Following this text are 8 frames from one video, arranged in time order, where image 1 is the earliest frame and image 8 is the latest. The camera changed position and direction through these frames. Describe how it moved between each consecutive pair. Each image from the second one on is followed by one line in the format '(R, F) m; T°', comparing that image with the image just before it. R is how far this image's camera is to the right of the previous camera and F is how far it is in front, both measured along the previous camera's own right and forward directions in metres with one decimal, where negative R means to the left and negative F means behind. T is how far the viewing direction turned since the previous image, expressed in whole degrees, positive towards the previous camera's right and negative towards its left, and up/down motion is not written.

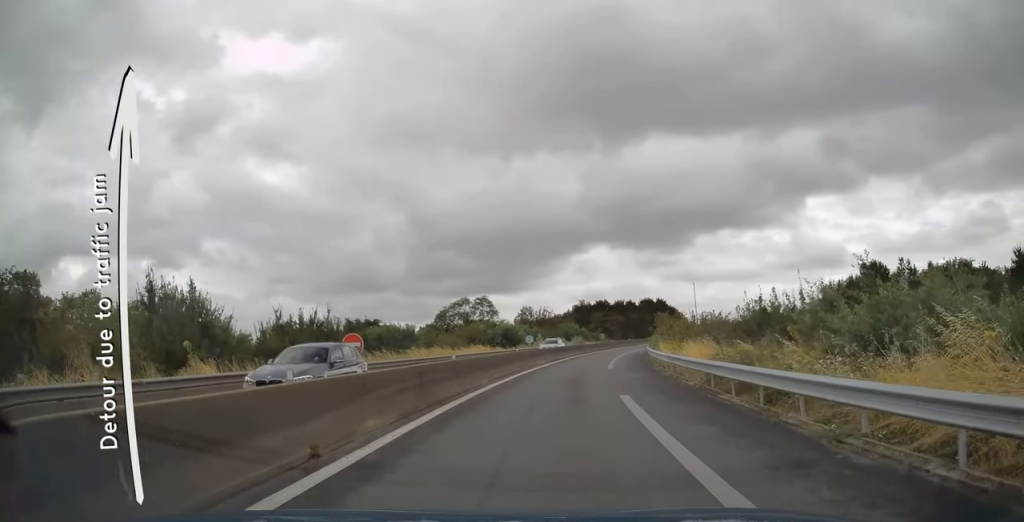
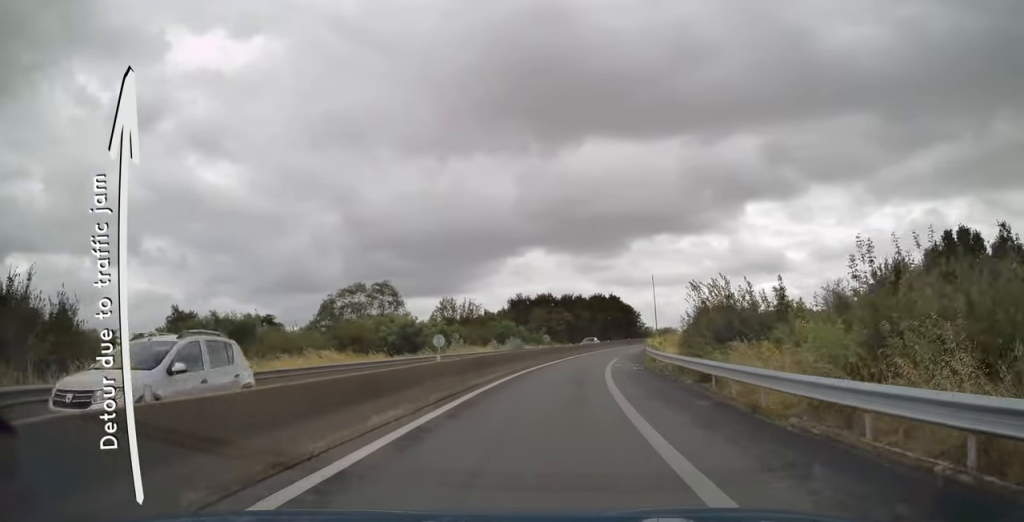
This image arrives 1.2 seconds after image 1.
(+0.9, +24.6) m; +5°
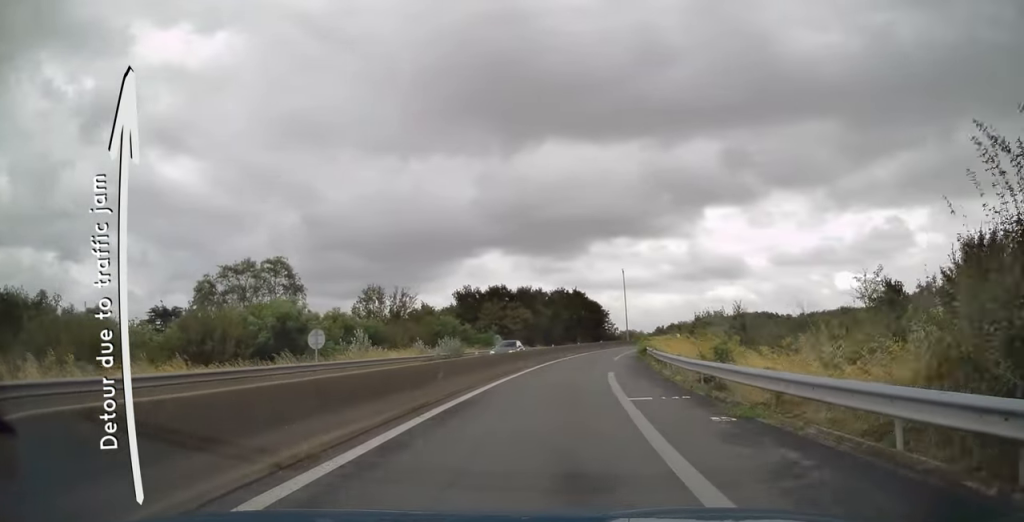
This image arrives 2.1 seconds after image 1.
(+0.5, +17.0) m; +4°
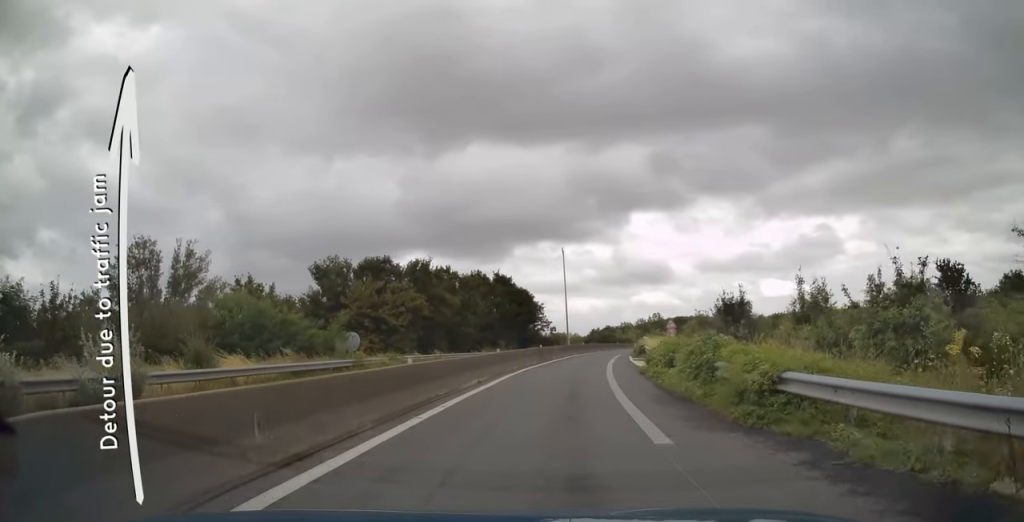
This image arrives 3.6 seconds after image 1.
(+2.1, +29.2) m; +8°
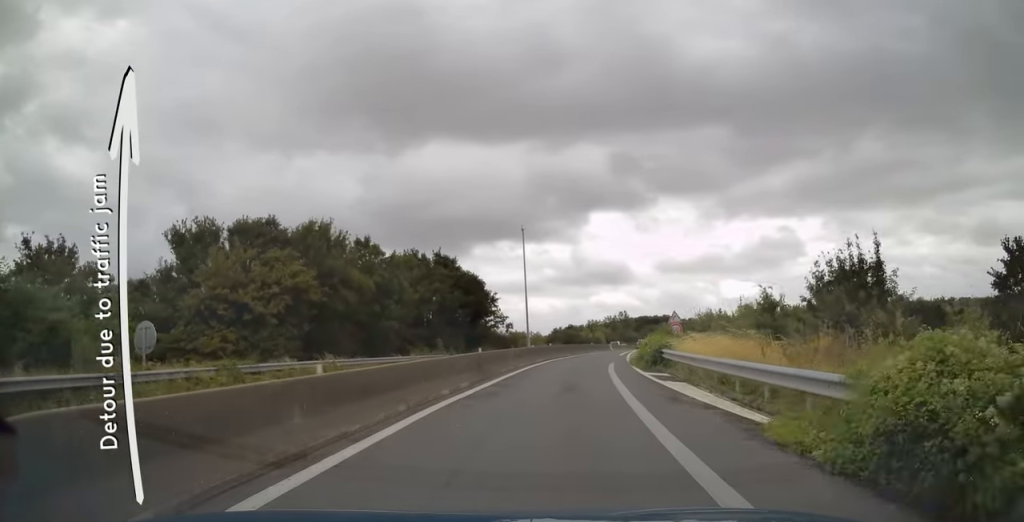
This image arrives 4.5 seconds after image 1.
(+0.7, +17.2) m; +4°
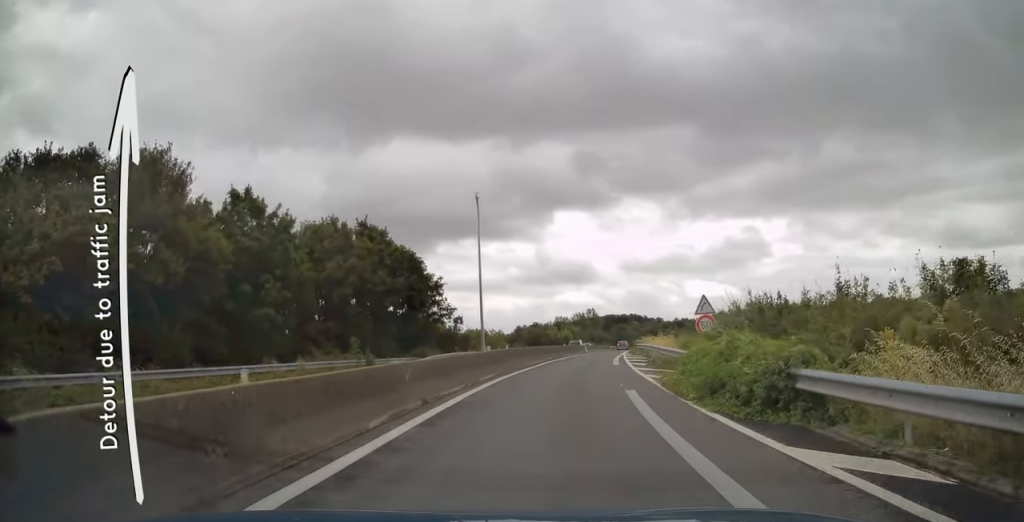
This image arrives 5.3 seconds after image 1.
(+0.4, +15.6) m; +3°
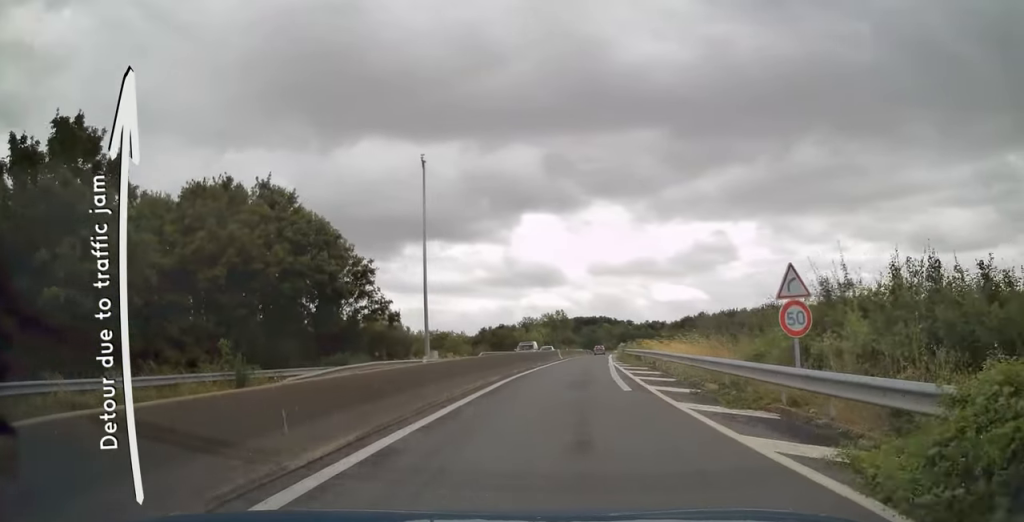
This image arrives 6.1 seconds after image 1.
(+0.3, +13.0) m; +3°
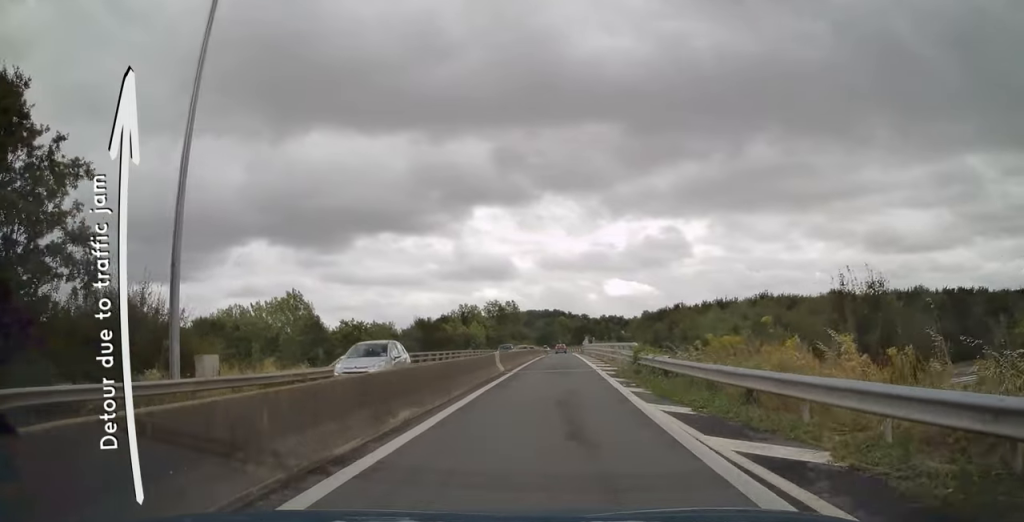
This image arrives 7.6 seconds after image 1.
(+1.5, +25.9) m; +6°
